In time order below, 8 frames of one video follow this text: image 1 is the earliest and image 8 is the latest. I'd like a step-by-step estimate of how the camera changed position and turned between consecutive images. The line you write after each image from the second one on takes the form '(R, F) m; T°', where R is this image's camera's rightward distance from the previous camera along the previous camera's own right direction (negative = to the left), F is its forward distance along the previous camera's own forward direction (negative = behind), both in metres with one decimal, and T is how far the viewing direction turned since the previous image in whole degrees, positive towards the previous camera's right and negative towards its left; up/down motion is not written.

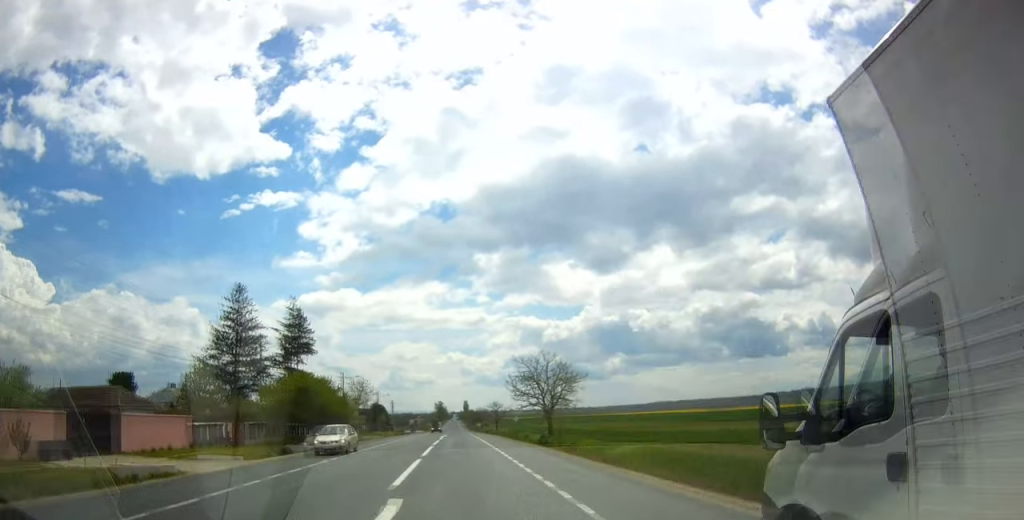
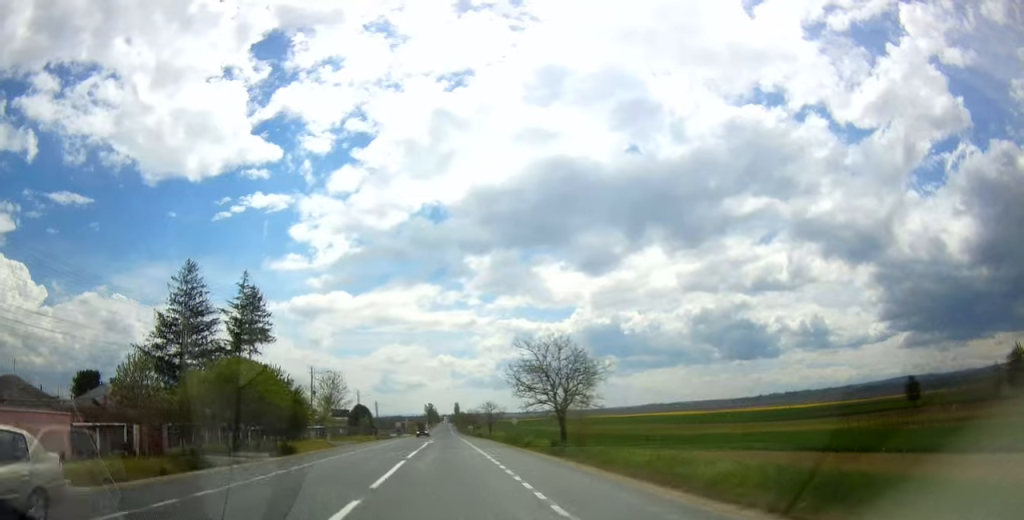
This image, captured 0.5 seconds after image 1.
(-0.2, +10.8) m; +1°
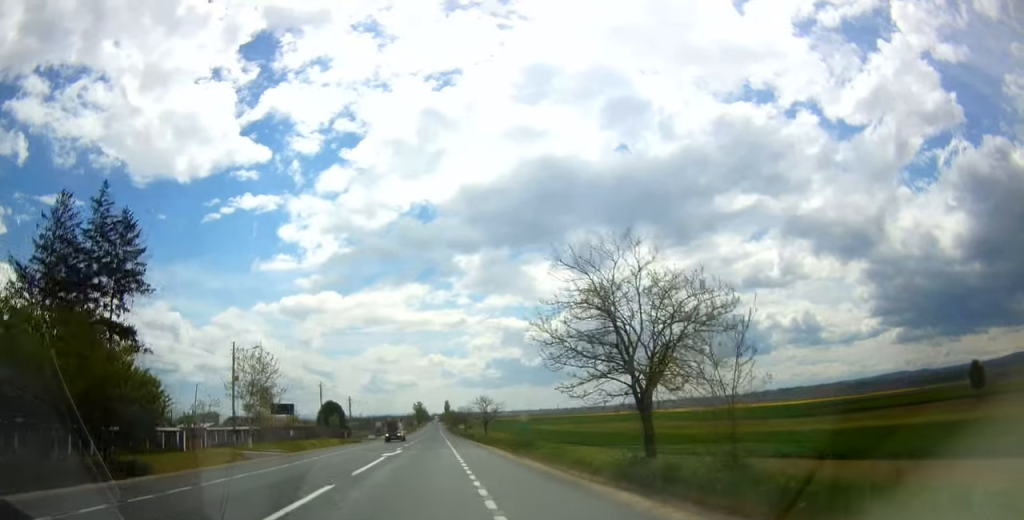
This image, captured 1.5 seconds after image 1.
(+0.7, +20.1) m; +2°
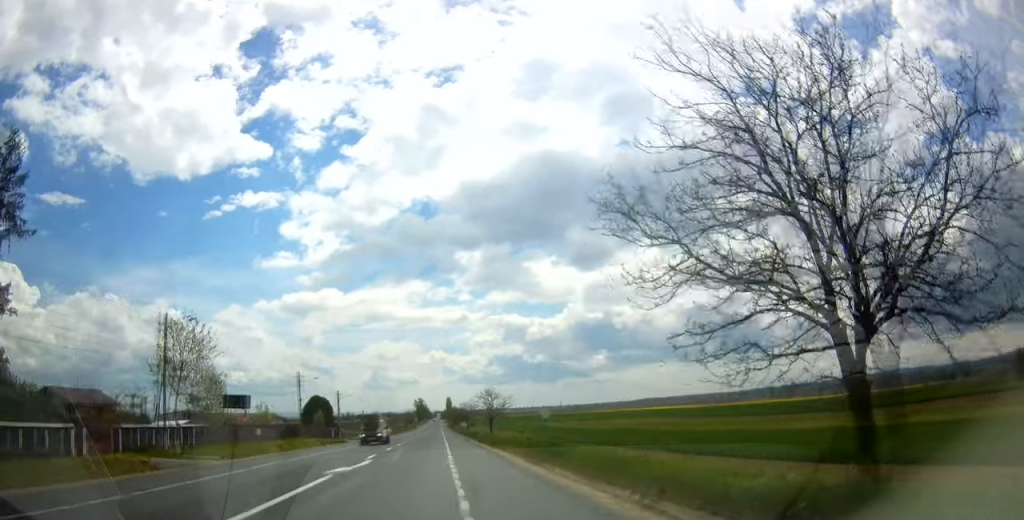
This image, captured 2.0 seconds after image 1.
(-0.1, +11.8) m; 0°
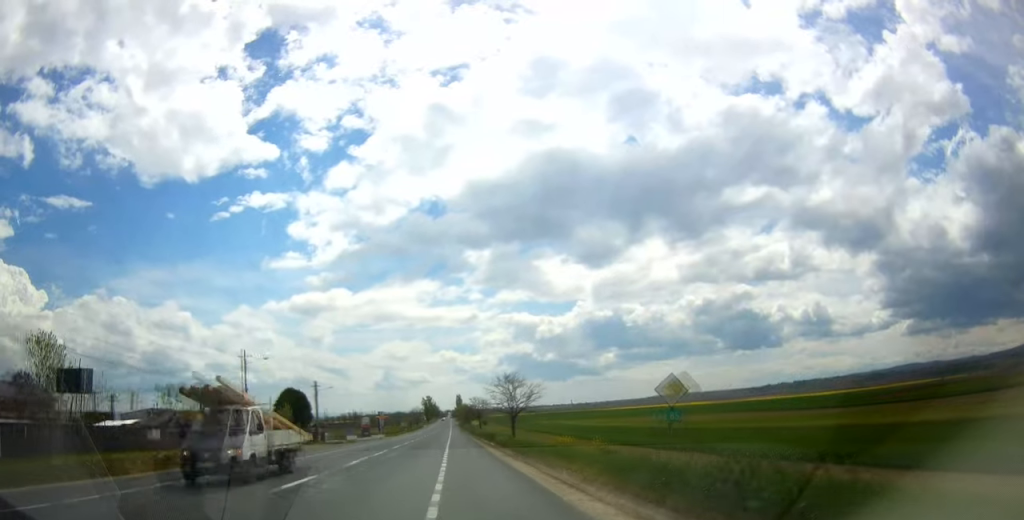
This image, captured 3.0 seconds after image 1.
(0.0, +20.3) m; 0°
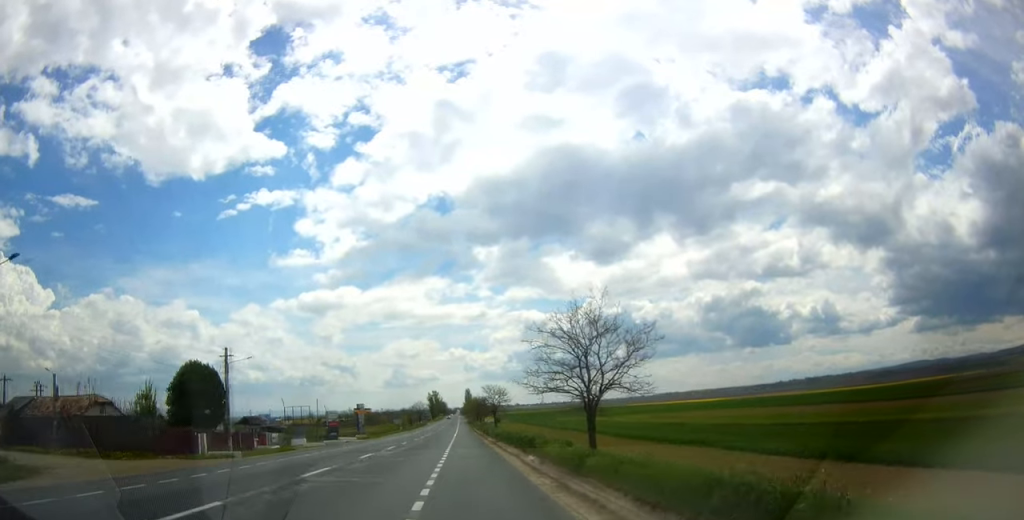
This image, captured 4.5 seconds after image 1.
(+0.3, +31.4) m; 0°
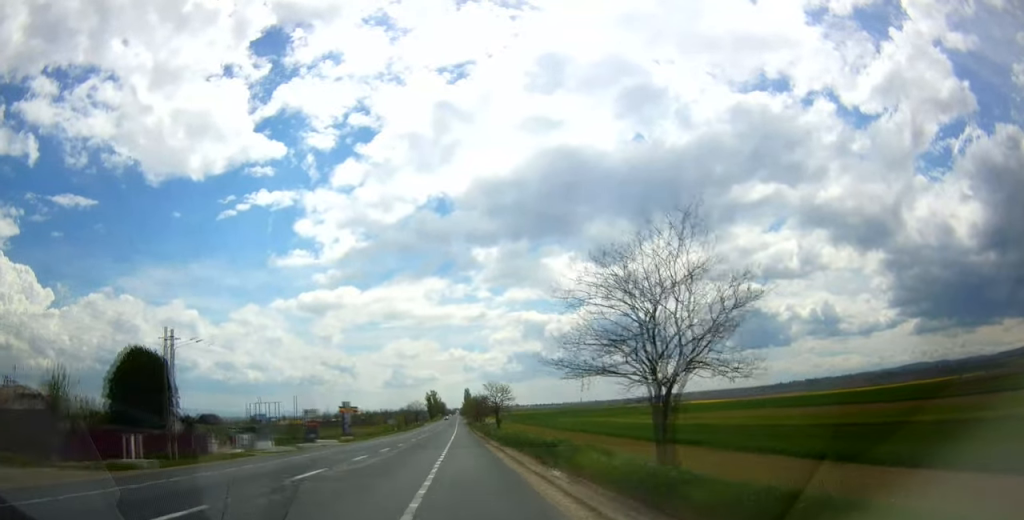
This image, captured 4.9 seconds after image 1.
(-0.2, +9.4) m; -1°
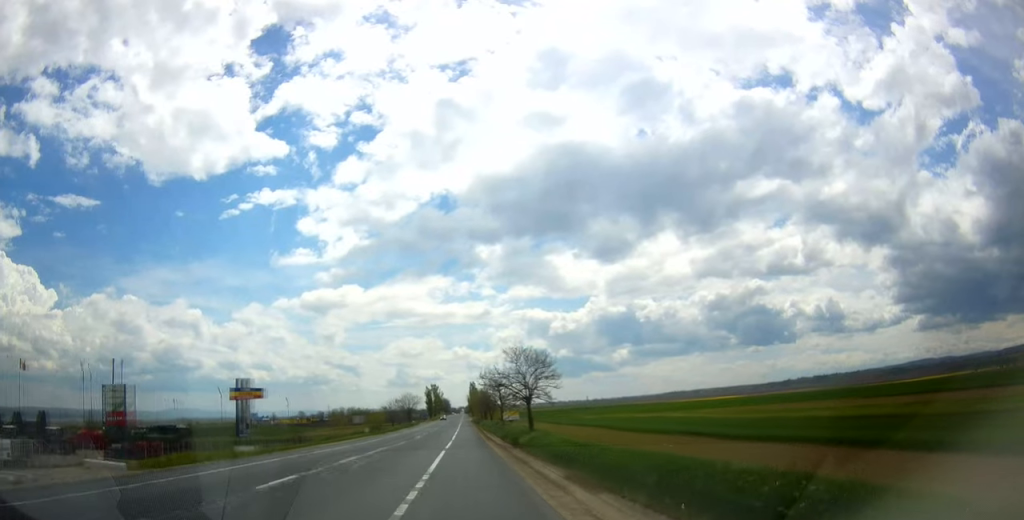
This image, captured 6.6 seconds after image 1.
(-0.7, +36.5) m; 0°
